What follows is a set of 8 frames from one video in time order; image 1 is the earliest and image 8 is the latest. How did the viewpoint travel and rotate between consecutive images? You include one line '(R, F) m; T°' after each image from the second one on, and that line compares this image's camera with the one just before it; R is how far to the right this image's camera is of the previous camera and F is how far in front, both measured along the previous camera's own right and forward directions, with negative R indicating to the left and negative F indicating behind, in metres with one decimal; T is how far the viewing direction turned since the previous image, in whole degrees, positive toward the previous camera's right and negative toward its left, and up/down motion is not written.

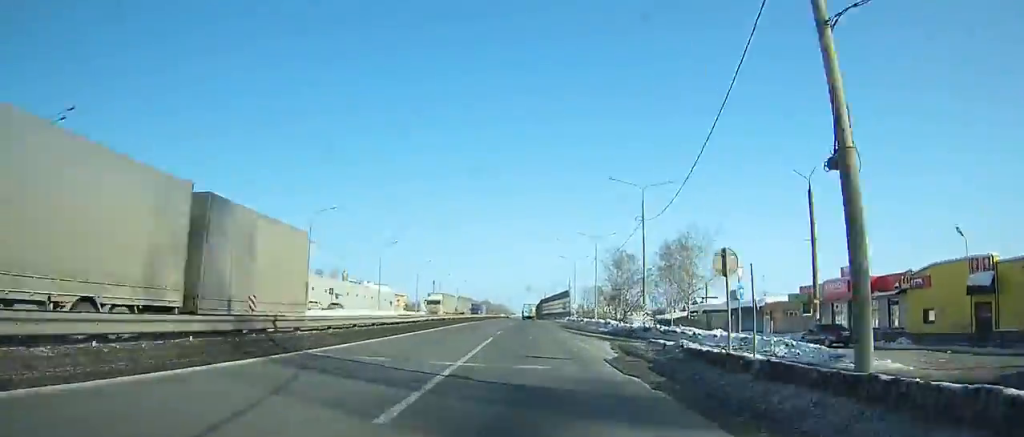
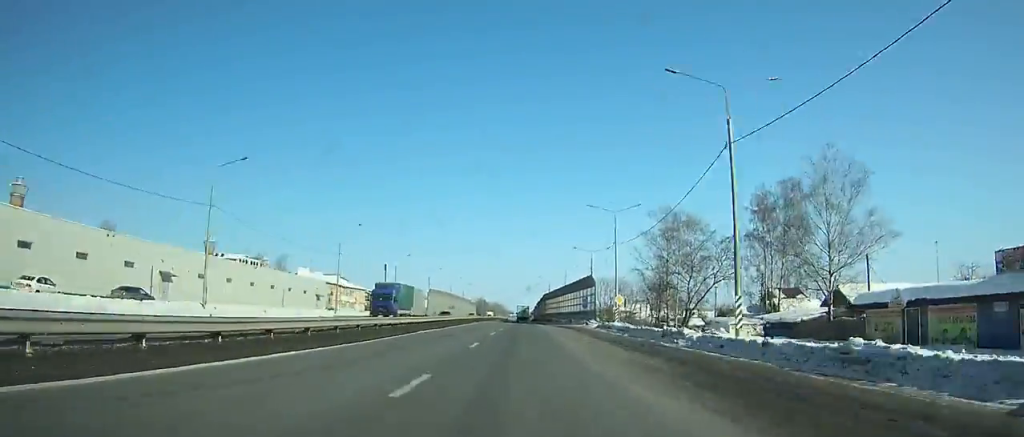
(+0.1, +49.8) m; 0°
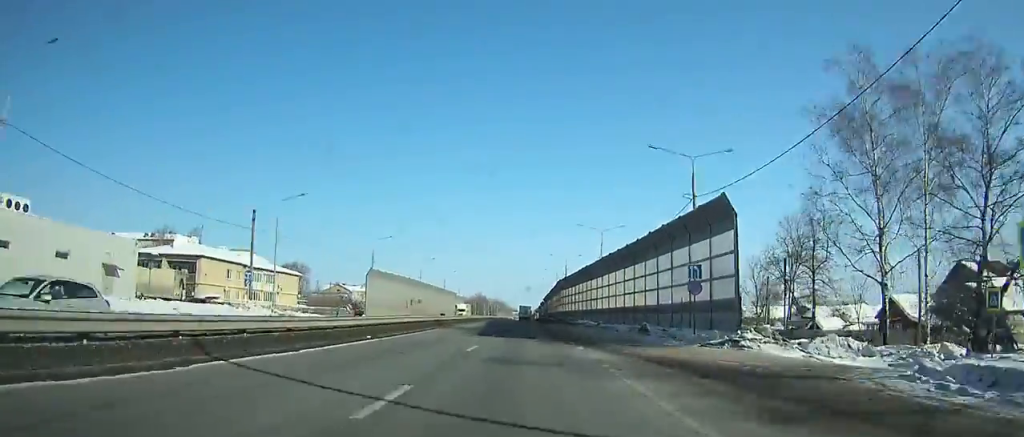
(-0.1, +50.7) m; 0°
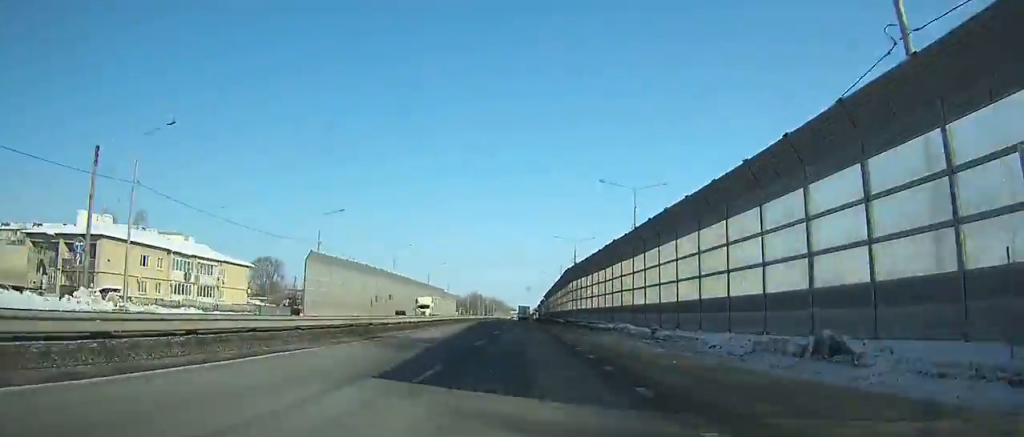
(0.0, +20.5) m; 0°
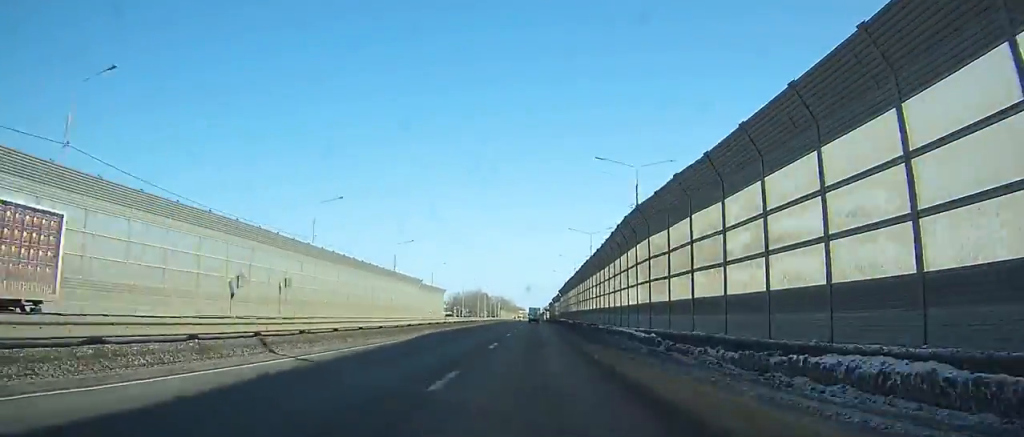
(-0.2, +37.1) m; 0°
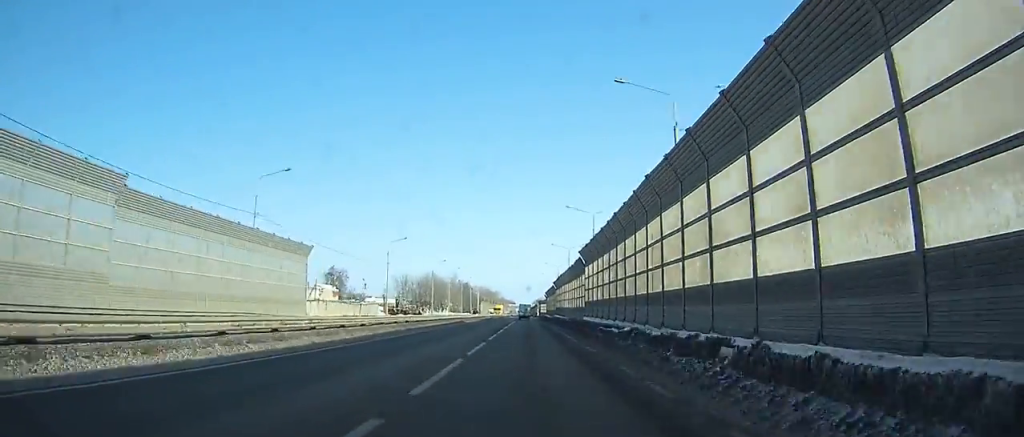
(+0.1, +70.4) m; 0°
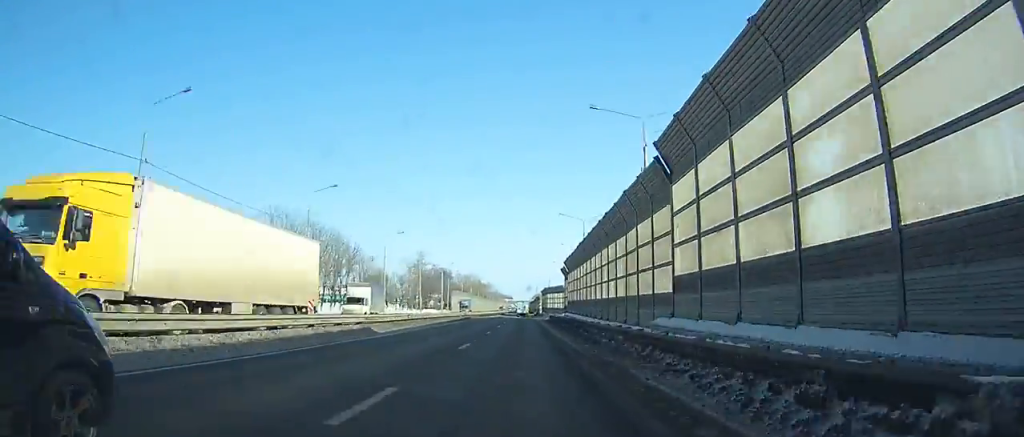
(+0.4, +85.5) m; 0°
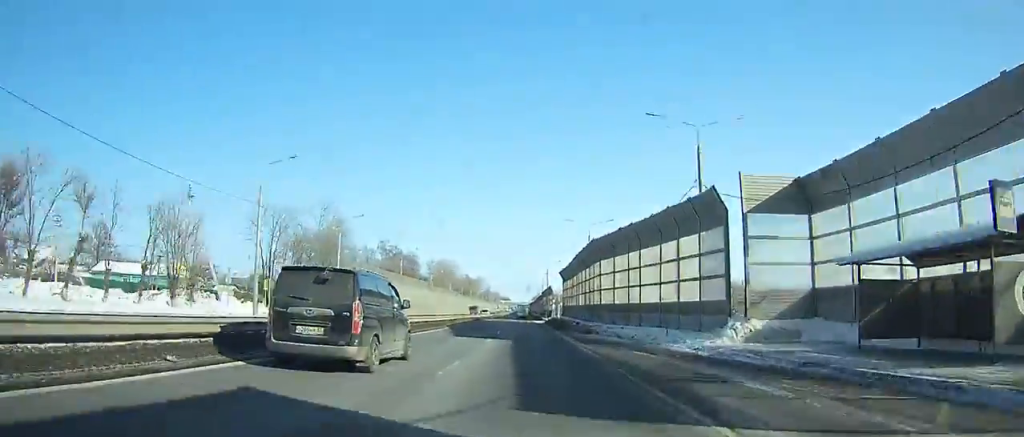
(-0.4, +92.2) m; 0°
